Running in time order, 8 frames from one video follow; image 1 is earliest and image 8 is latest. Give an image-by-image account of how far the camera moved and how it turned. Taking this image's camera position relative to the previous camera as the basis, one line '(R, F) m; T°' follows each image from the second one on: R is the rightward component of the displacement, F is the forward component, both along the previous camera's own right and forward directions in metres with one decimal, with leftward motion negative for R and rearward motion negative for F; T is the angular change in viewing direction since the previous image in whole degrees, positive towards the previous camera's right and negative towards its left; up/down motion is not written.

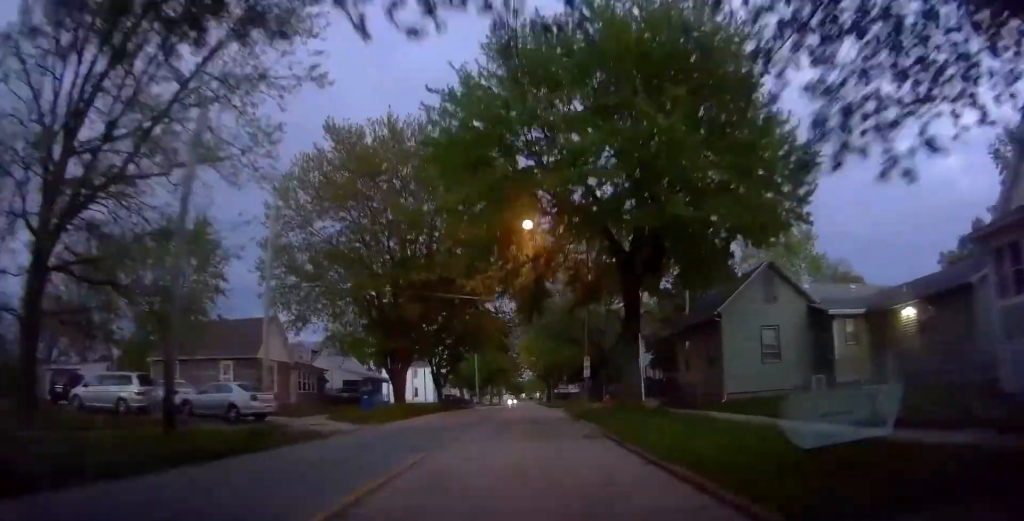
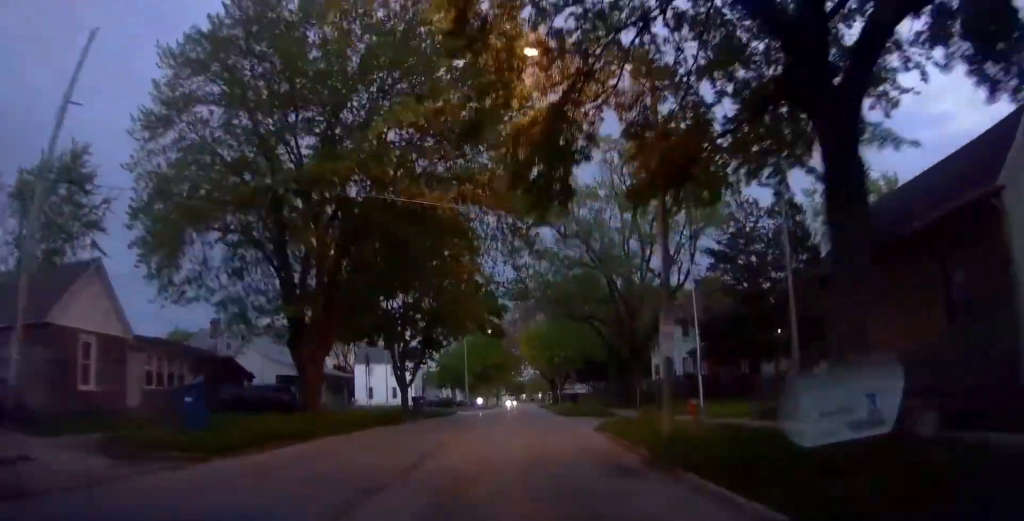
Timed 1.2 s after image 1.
(-0.1, +15.9) m; +1°
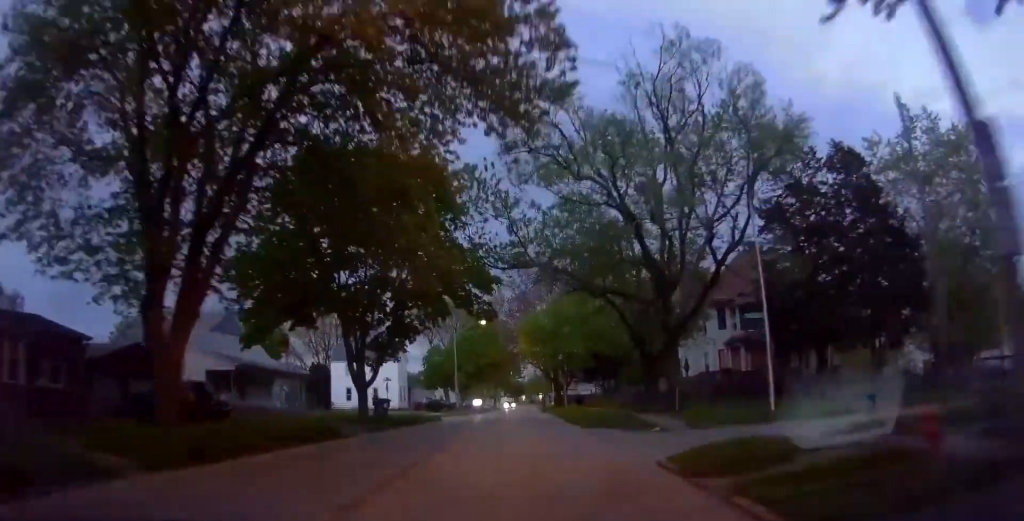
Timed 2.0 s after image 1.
(+0.2, +10.0) m; +1°
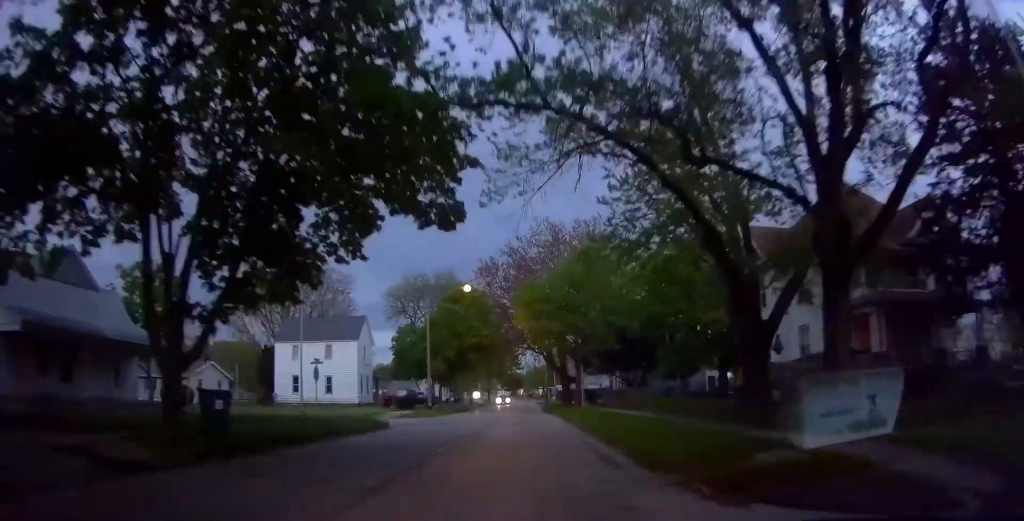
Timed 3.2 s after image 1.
(0.0, +15.5) m; 0°
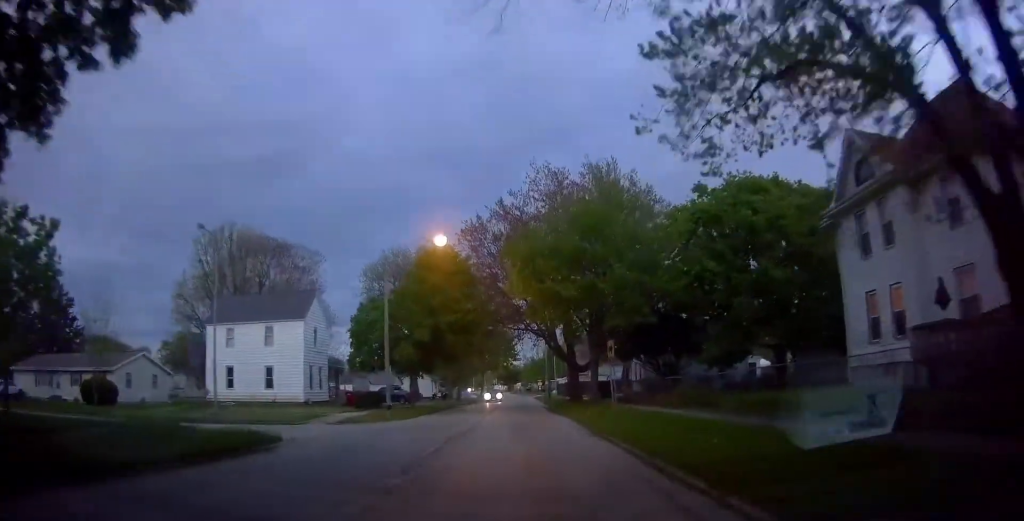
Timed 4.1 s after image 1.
(0.0, +12.0) m; 0°
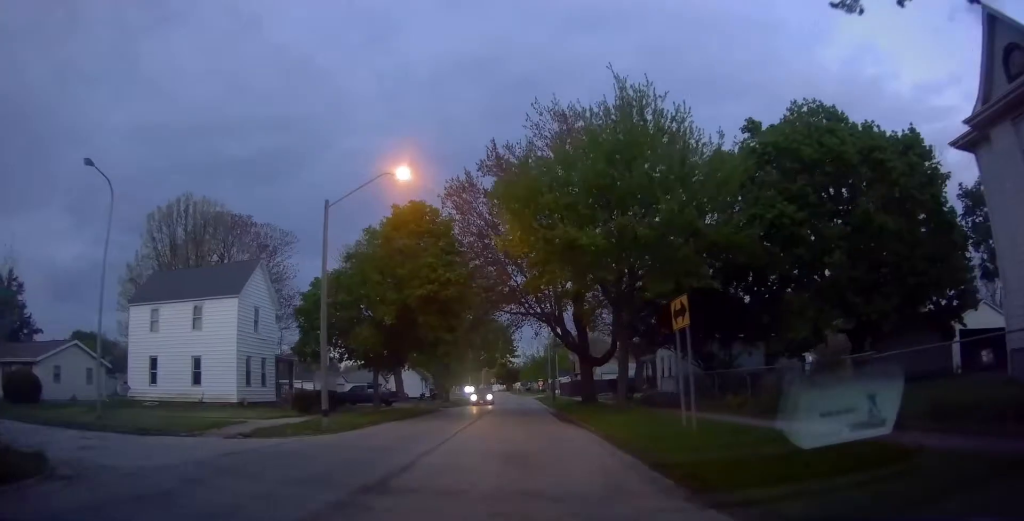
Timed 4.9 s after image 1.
(0.0, +9.9) m; +1°
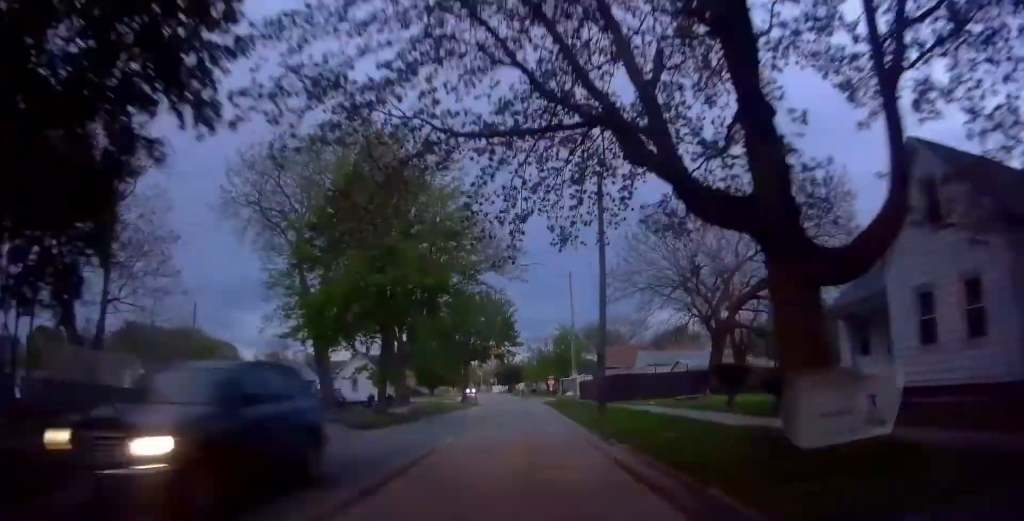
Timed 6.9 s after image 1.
(+0.8, +27.0) m; +1°
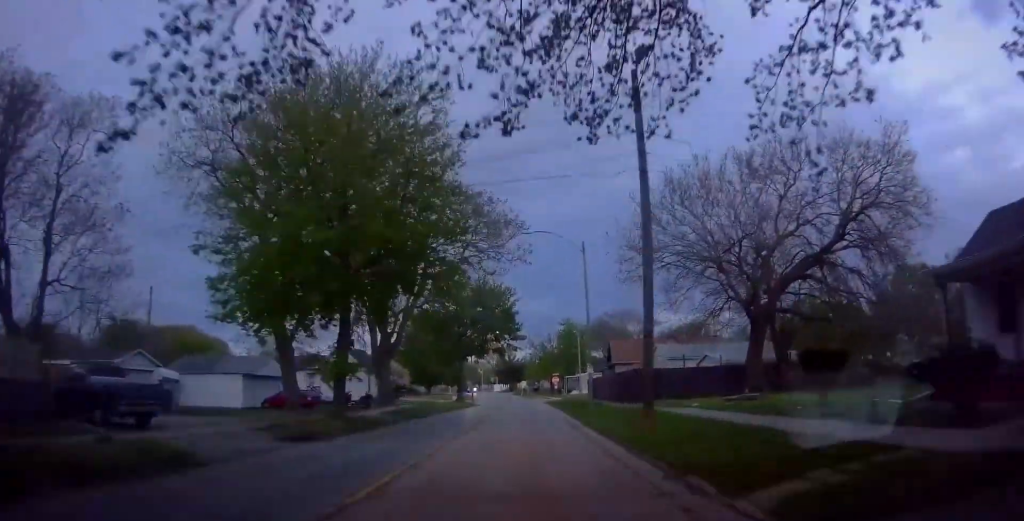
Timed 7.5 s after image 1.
(-0.2, +6.9) m; -1°
